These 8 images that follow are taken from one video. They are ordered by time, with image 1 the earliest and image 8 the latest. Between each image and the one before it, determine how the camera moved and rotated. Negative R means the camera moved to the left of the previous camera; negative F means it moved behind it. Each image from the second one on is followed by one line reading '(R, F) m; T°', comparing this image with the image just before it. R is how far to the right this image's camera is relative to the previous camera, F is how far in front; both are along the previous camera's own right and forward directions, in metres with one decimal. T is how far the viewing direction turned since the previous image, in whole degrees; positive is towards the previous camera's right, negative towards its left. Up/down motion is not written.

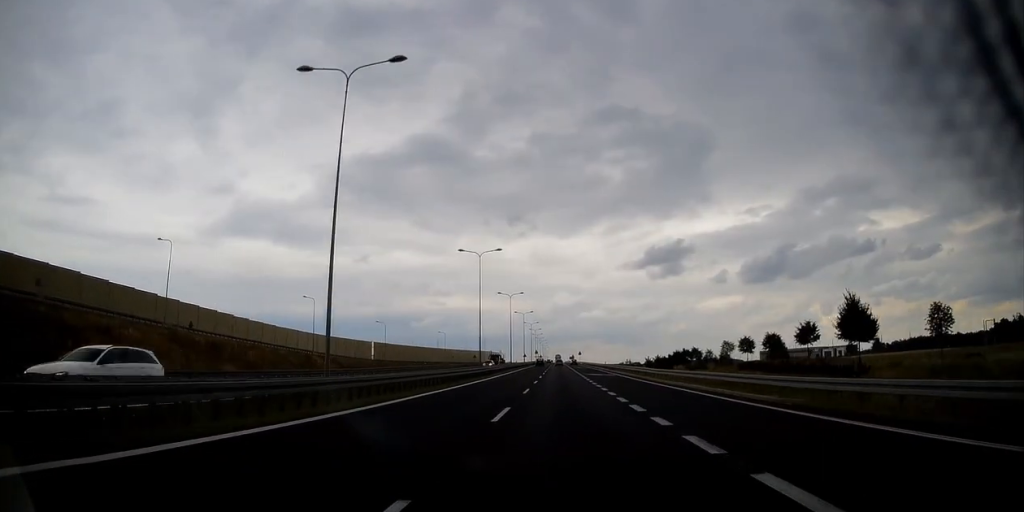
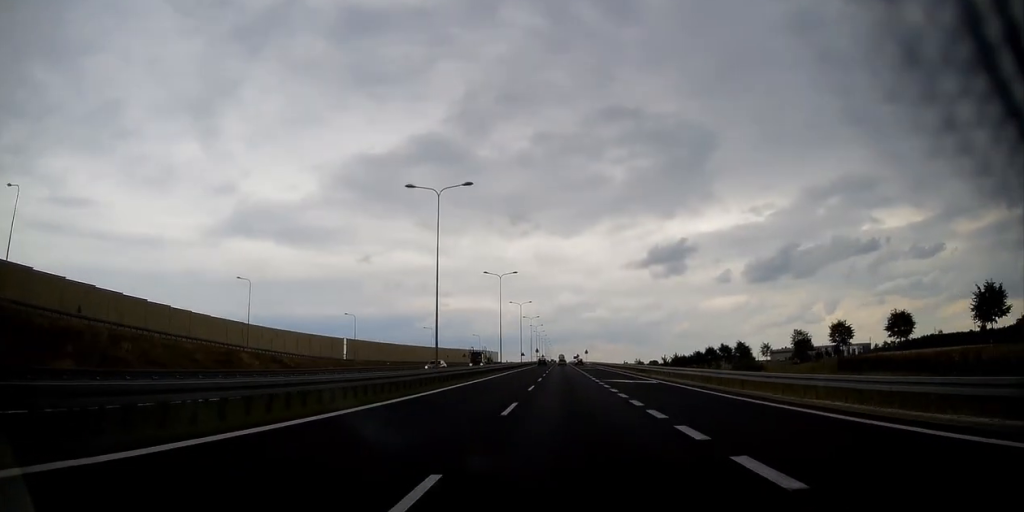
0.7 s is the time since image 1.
(+0.3, +22.7) m; 0°
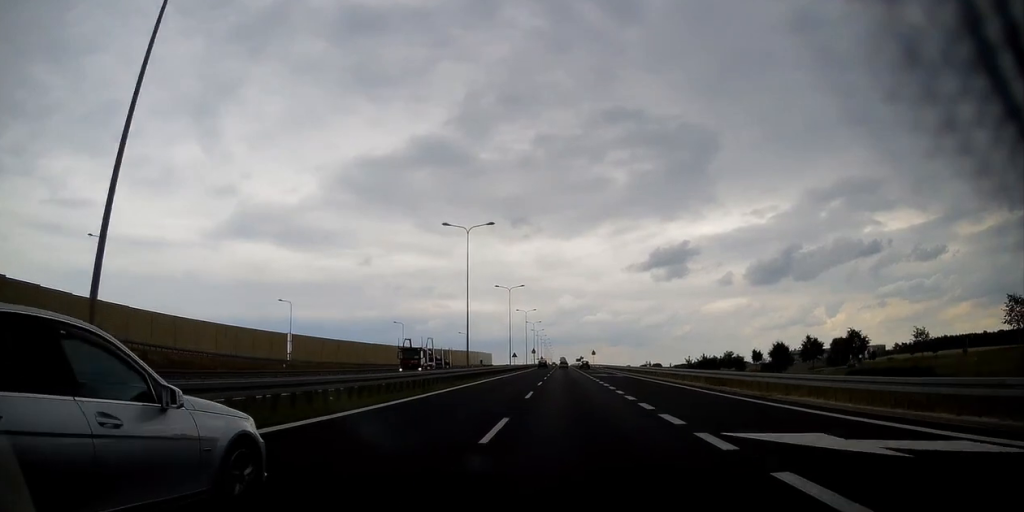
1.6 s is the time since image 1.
(-0.2, +29.0) m; 0°
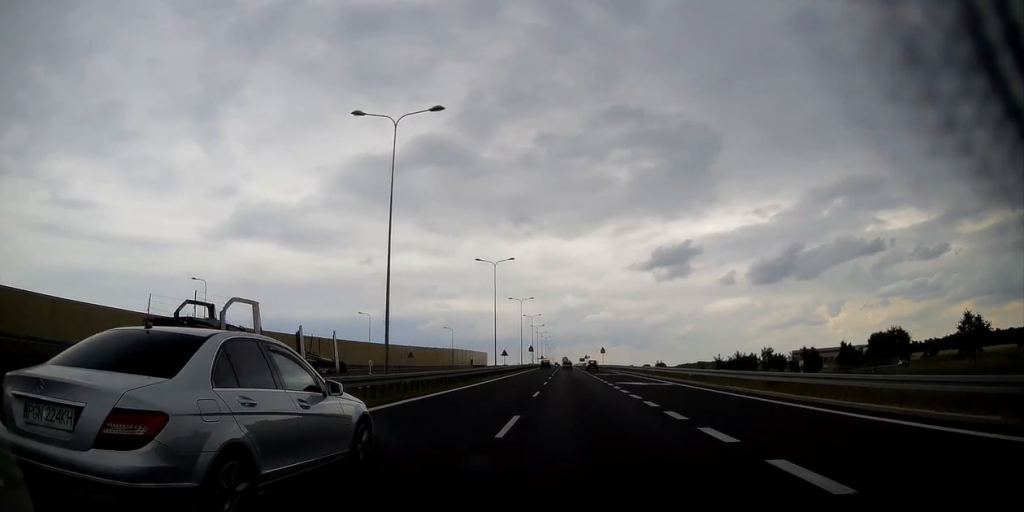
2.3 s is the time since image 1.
(-0.1, +23.4) m; 0°
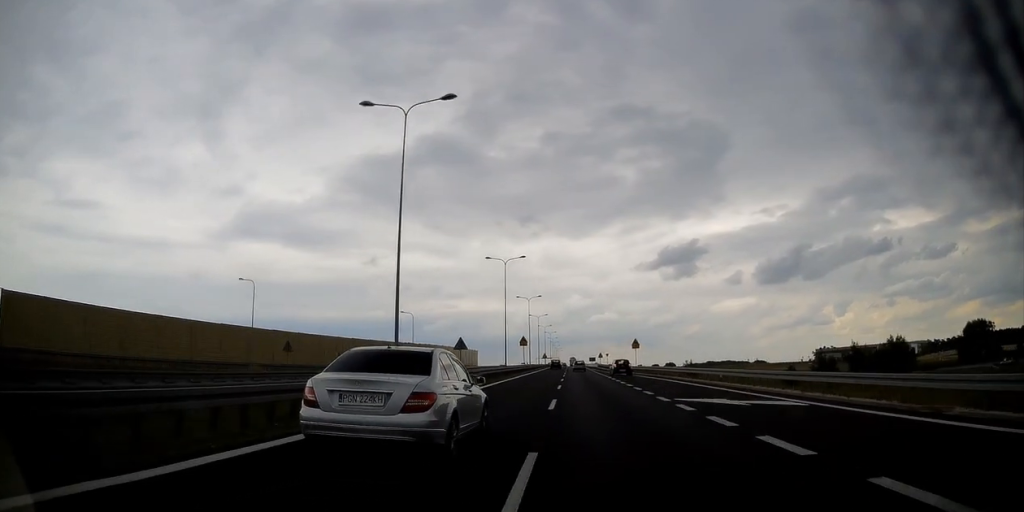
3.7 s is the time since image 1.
(+0.1, +41.8) m; 0°
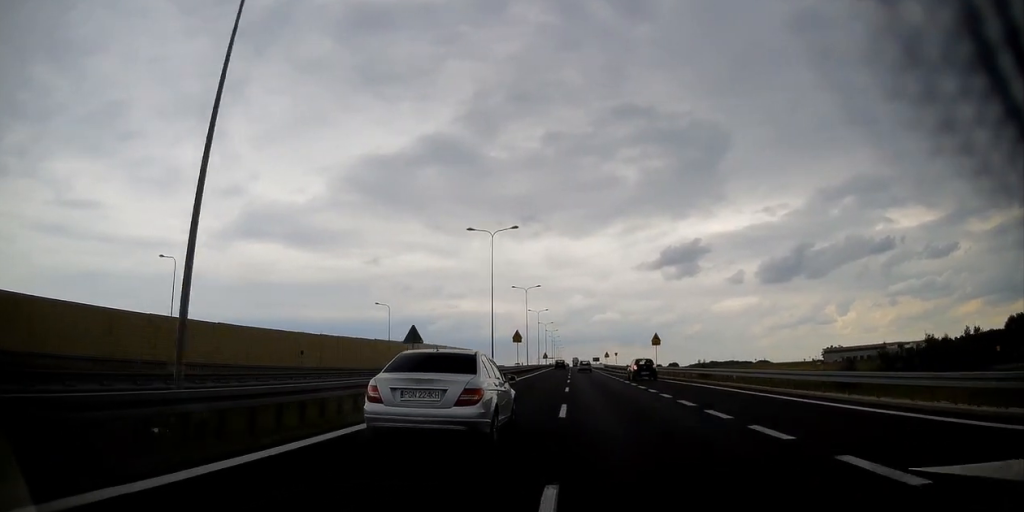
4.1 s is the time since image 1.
(0.0, +14.4) m; 0°
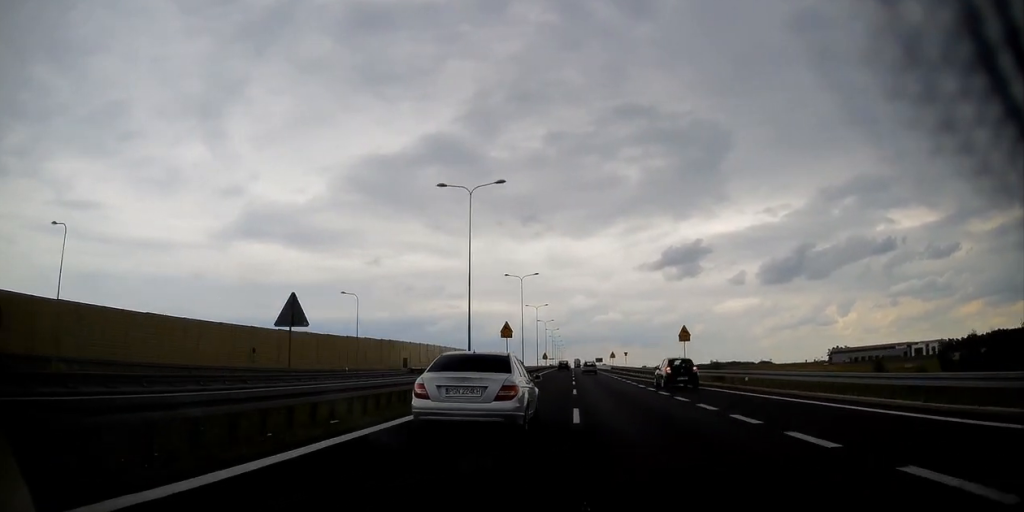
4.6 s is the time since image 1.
(-0.1, +13.2) m; 0°
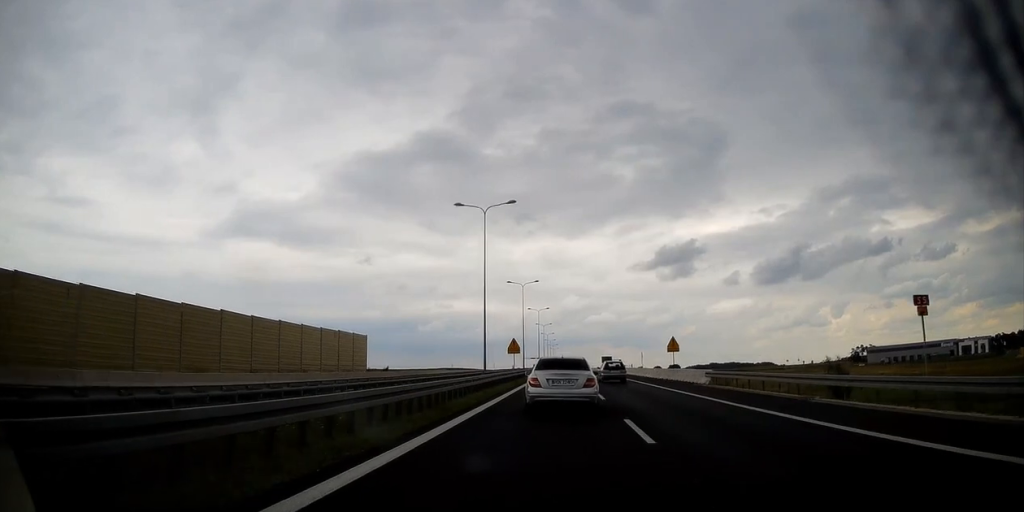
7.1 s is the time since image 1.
(+0.1, +75.1) m; +1°
